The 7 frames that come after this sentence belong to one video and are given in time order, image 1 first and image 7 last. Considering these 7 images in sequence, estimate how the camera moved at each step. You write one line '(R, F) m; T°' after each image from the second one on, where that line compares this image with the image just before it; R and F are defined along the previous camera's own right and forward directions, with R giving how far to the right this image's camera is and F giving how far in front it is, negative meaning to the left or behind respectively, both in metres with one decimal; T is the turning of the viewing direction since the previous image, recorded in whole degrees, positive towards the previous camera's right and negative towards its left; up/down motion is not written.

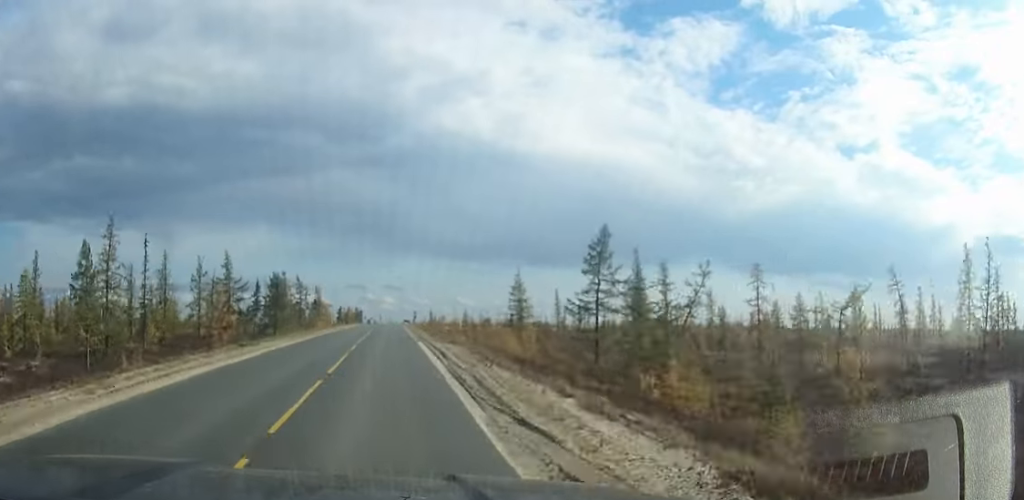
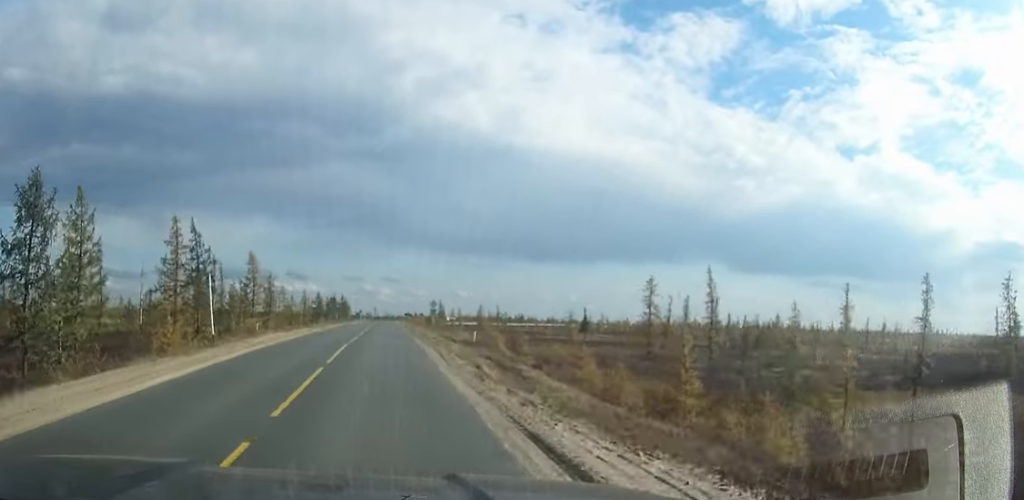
(0.0, +58.8) m; 0°
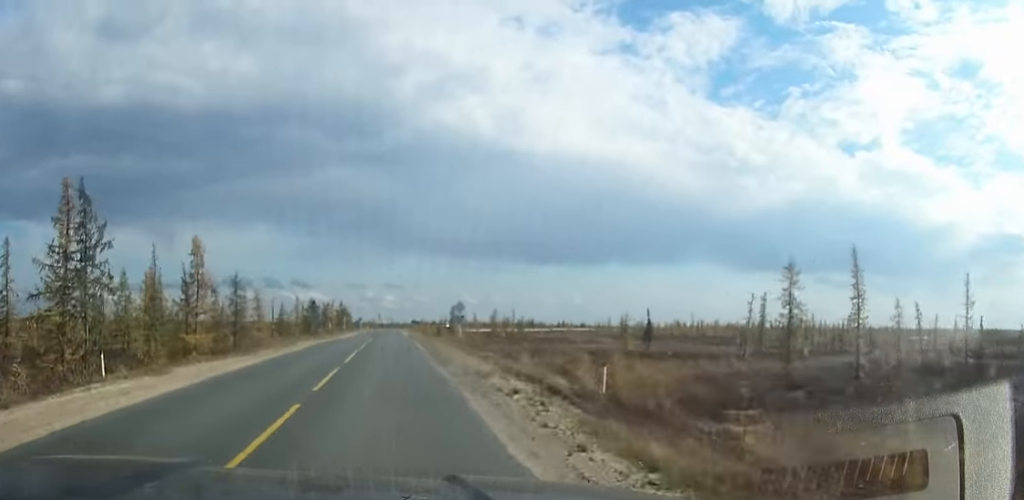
(0.0, +20.2) m; 0°
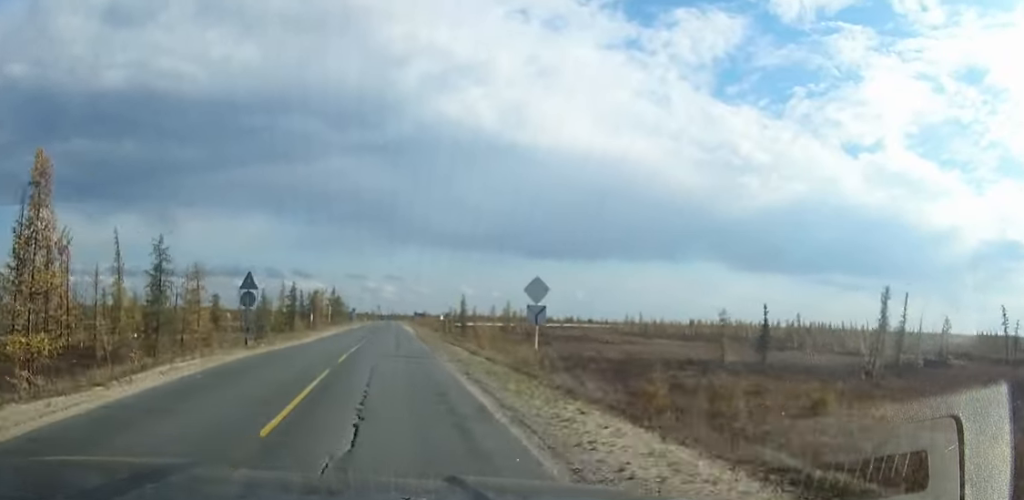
(0.0, +21.4) m; 0°
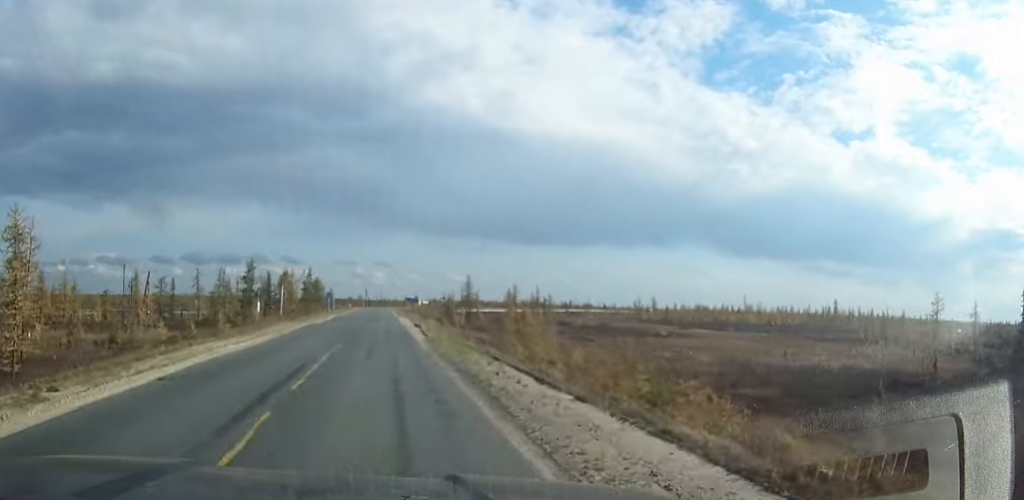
(+0.2, +23.8) m; 0°
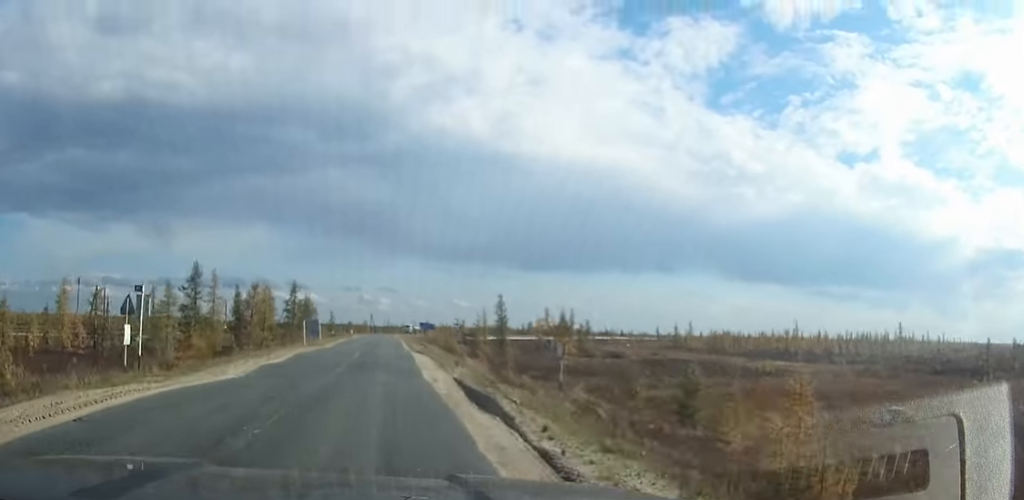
(0.0, +23.3) m; 0°
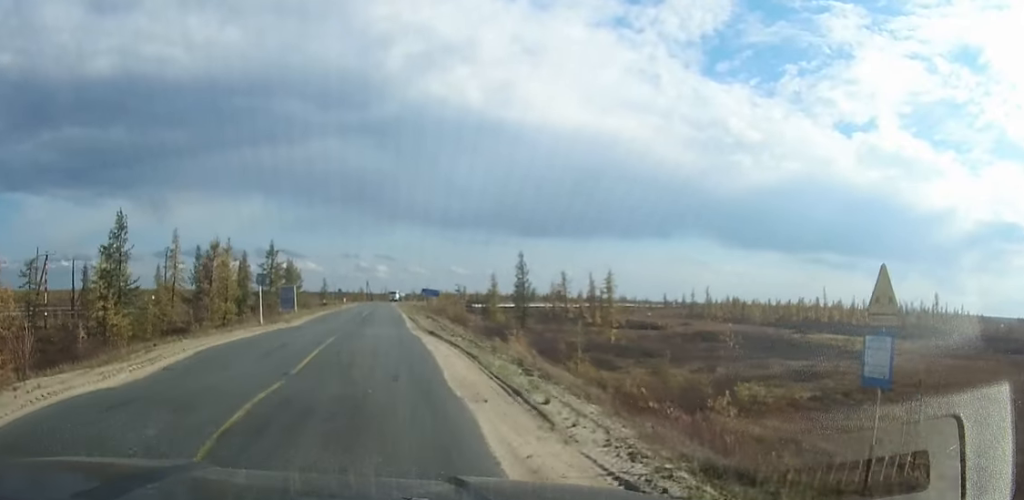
(0.0, +15.3) m; 0°
